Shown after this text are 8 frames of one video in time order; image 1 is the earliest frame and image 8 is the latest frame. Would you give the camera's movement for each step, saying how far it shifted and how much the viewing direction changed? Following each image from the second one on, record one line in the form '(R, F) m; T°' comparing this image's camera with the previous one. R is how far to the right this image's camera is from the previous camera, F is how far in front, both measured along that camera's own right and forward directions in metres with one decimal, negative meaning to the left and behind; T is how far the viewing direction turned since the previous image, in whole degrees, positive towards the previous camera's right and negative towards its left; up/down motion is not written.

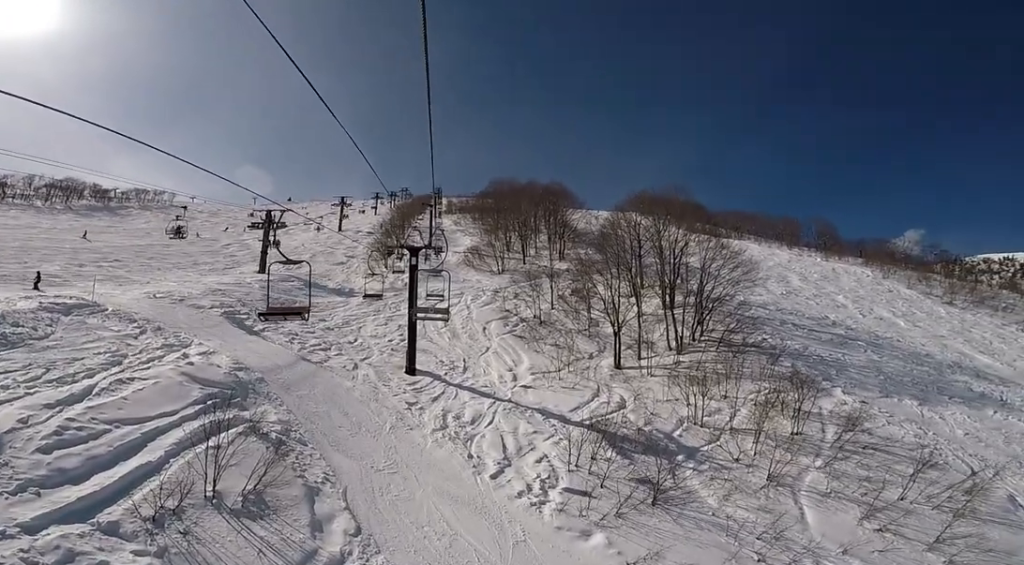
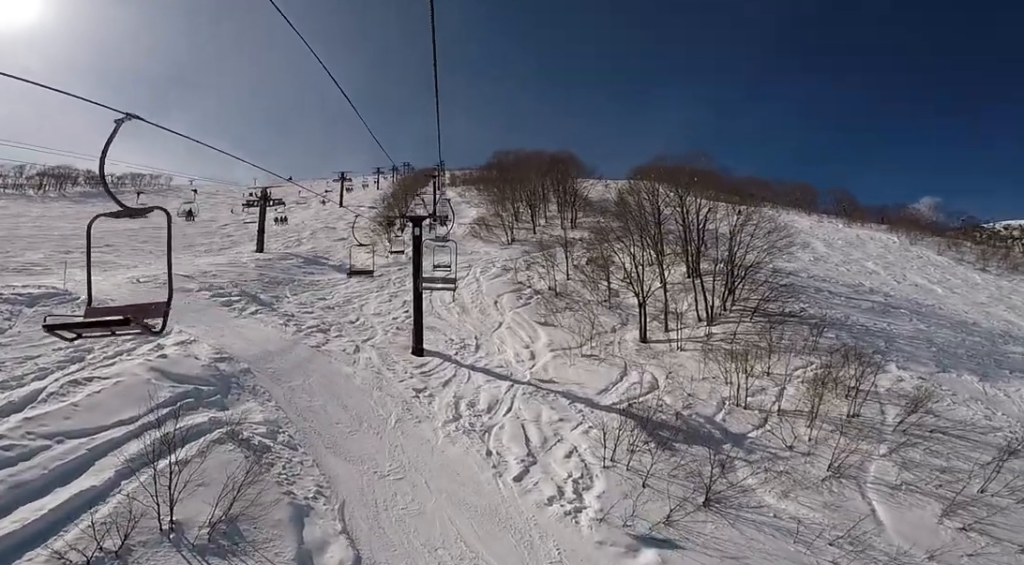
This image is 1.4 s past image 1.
(0.0, +2.7) m; 0°
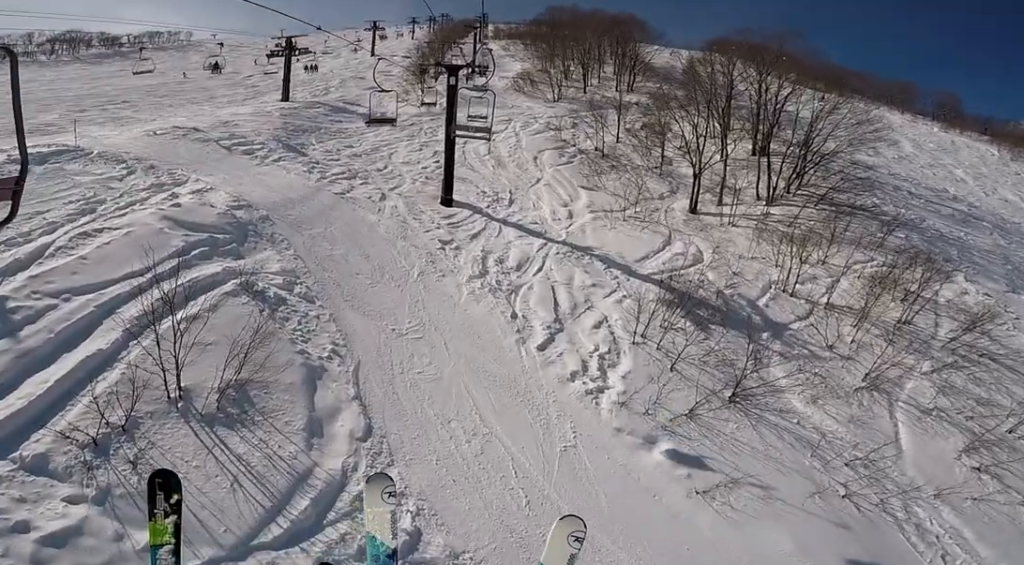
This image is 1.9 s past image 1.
(0.0, +0.9) m; 0°
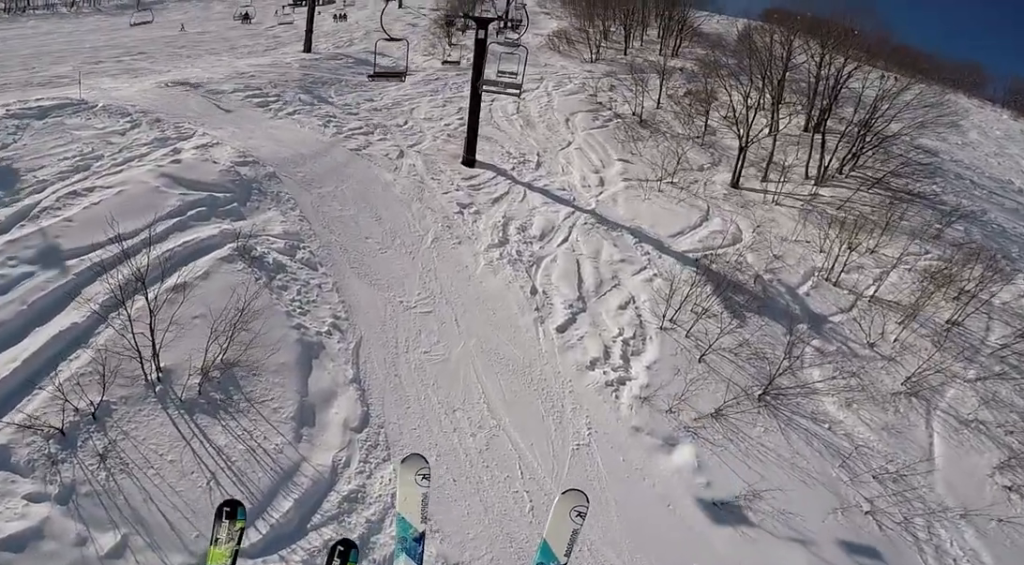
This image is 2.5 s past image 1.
(0.0, +1.4) m; 0°
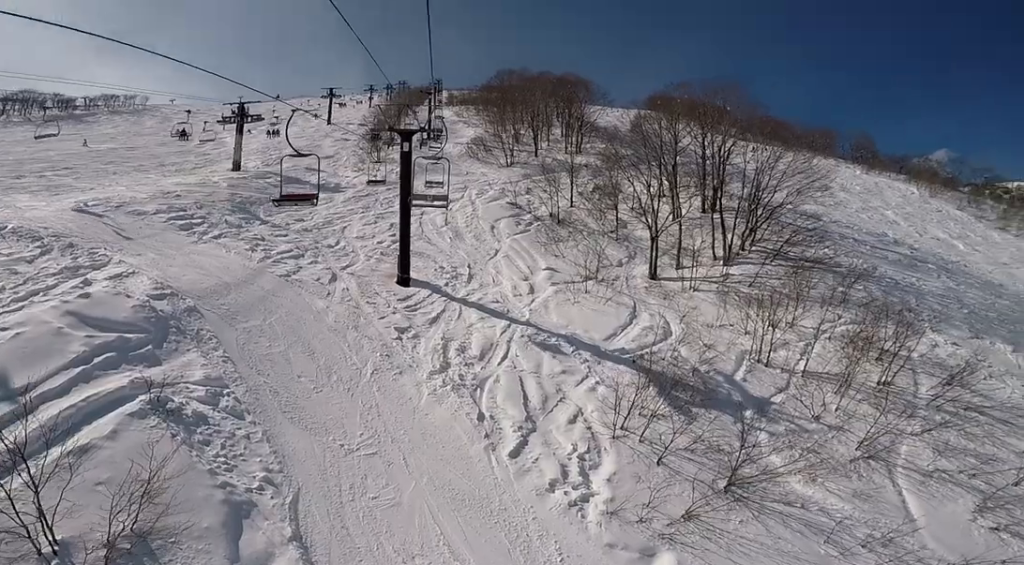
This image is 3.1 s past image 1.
(0.0, +1.2) m; 0°
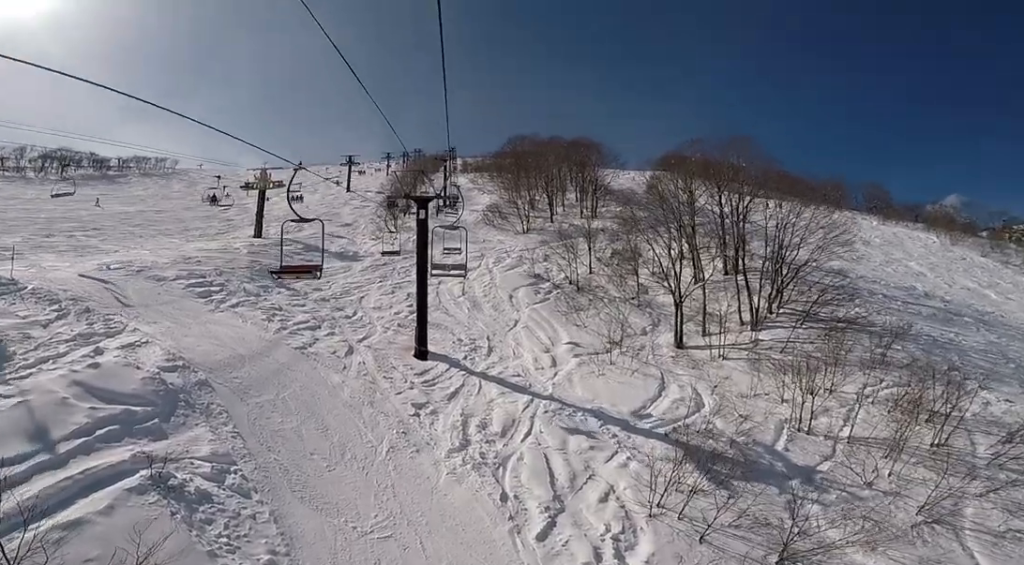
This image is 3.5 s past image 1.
(0.0, +0.8) m; 0°
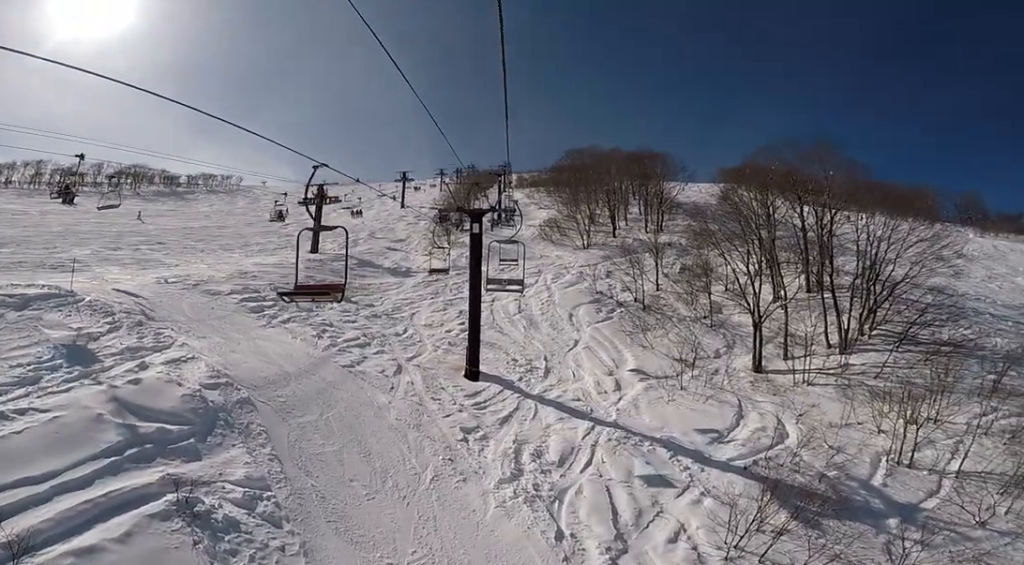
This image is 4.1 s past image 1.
(0.0, +1.1) m; 0°
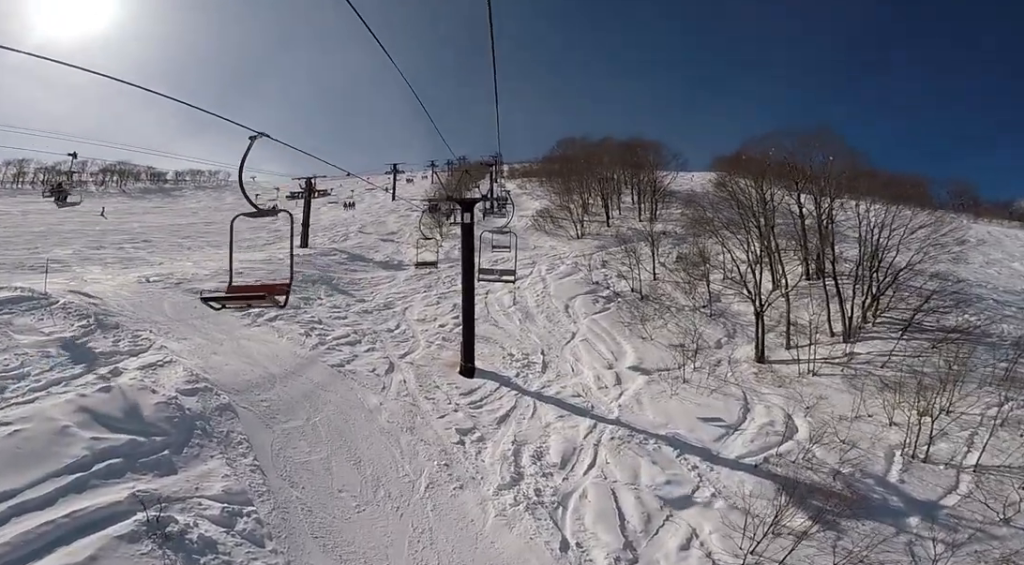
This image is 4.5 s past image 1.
(0.0, +0.8) m; 0°
